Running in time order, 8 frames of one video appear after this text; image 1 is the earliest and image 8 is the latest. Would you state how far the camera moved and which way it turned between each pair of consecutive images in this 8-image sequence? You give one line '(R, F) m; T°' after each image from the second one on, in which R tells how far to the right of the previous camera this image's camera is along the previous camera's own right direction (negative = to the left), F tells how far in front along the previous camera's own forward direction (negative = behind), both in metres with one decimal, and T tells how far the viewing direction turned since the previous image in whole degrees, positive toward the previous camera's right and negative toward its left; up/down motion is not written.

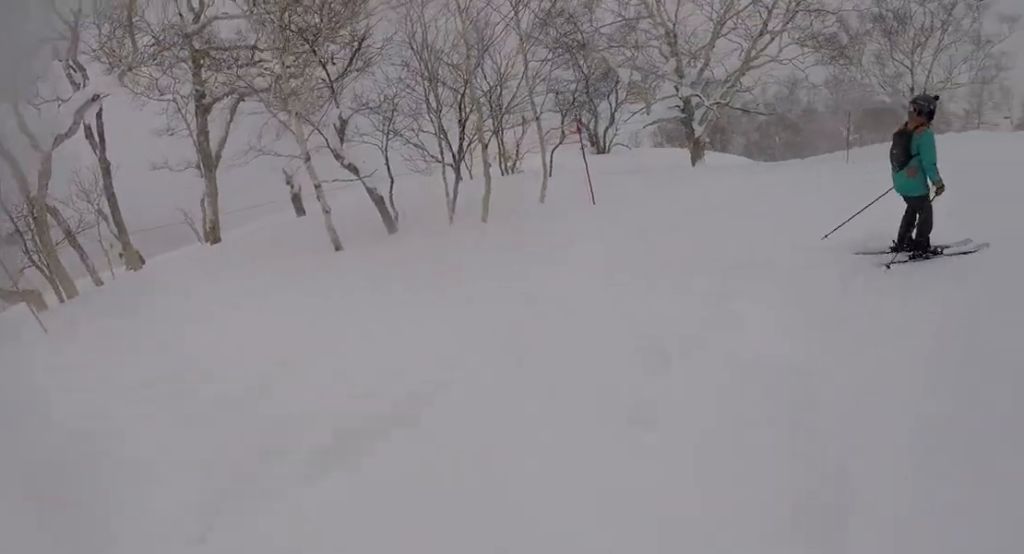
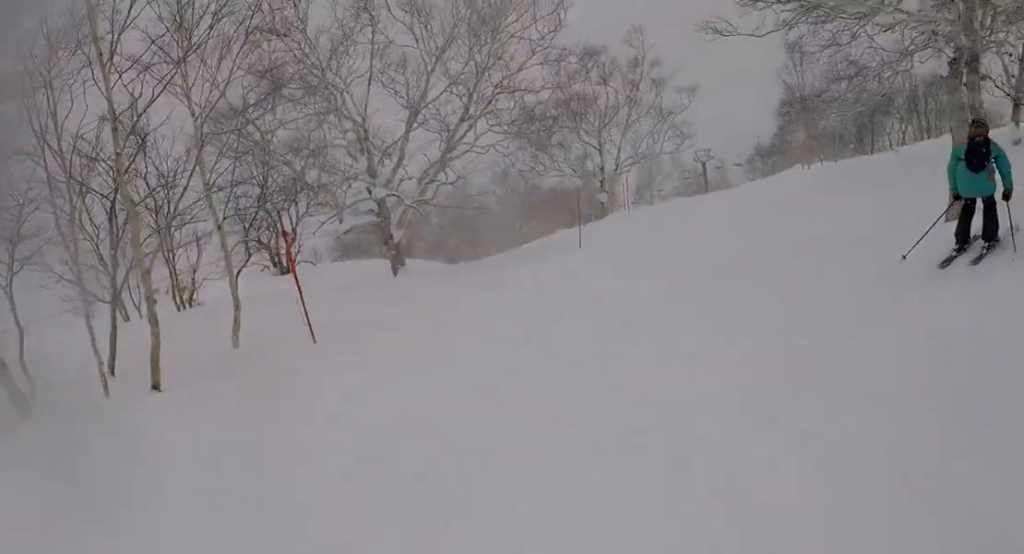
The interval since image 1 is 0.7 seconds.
(+1.0, +2.7) m; +22°
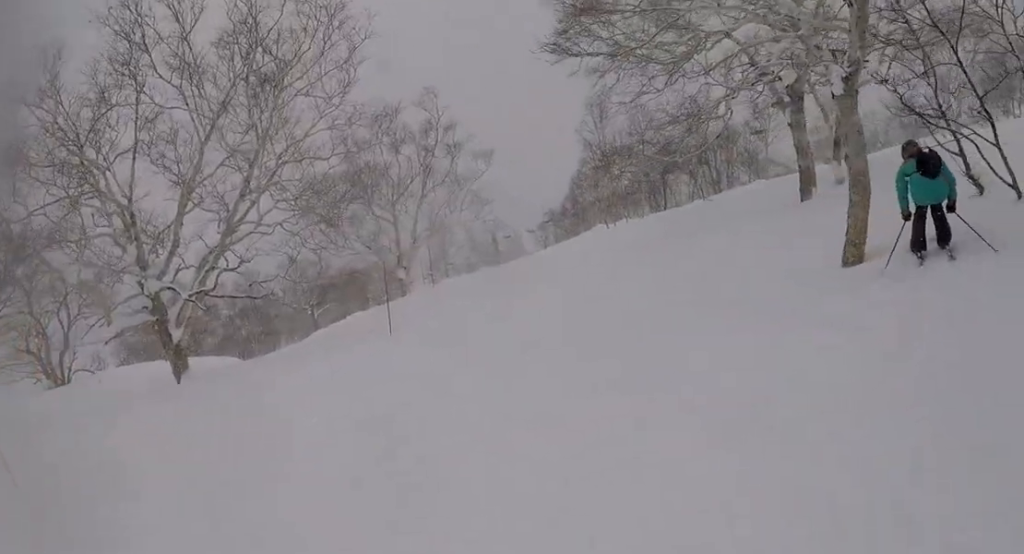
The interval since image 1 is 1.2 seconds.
(+0.2, +2.1) m; +13°
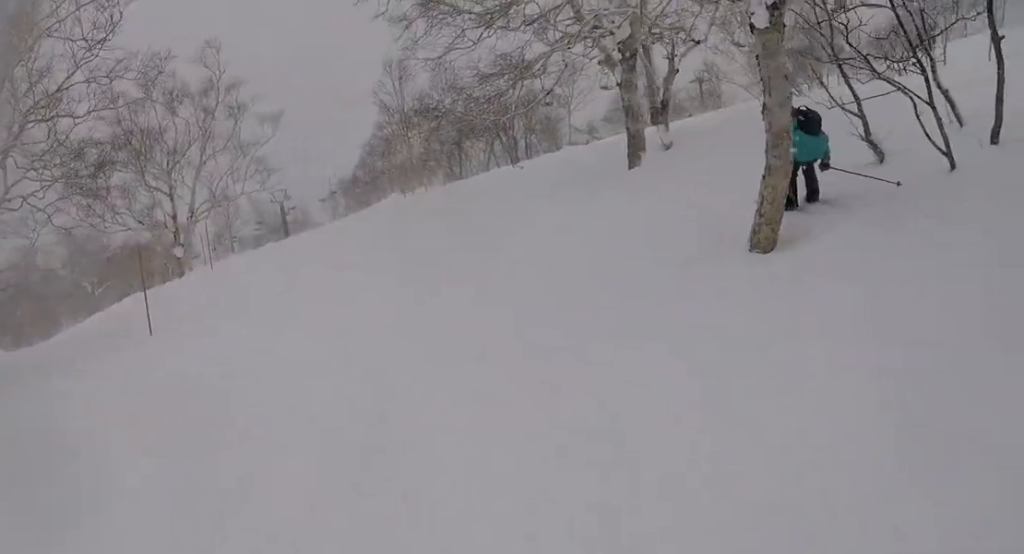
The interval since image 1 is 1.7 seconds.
(+0.3, +2.5) m; +12°
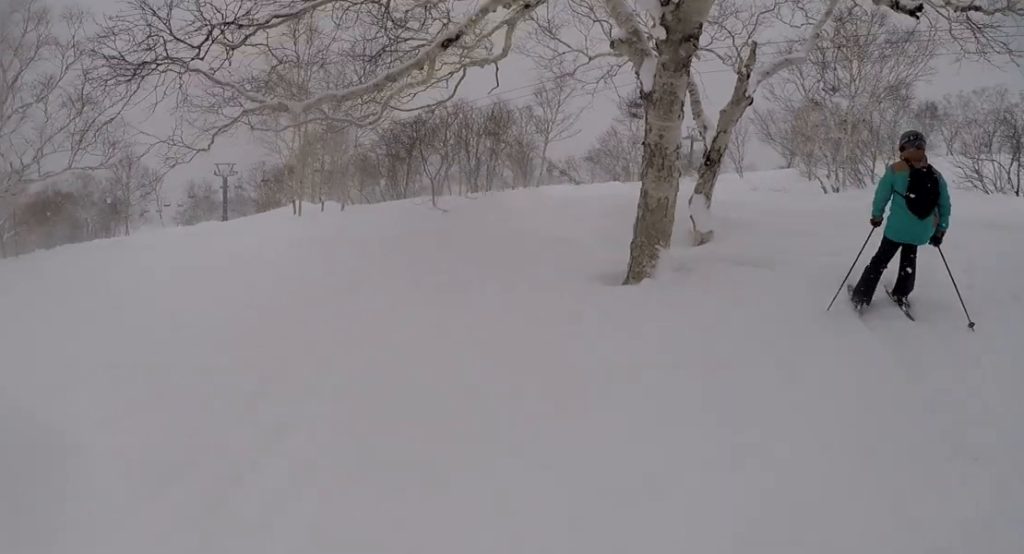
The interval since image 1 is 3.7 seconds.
(+0.6, +8.1) m; +2°
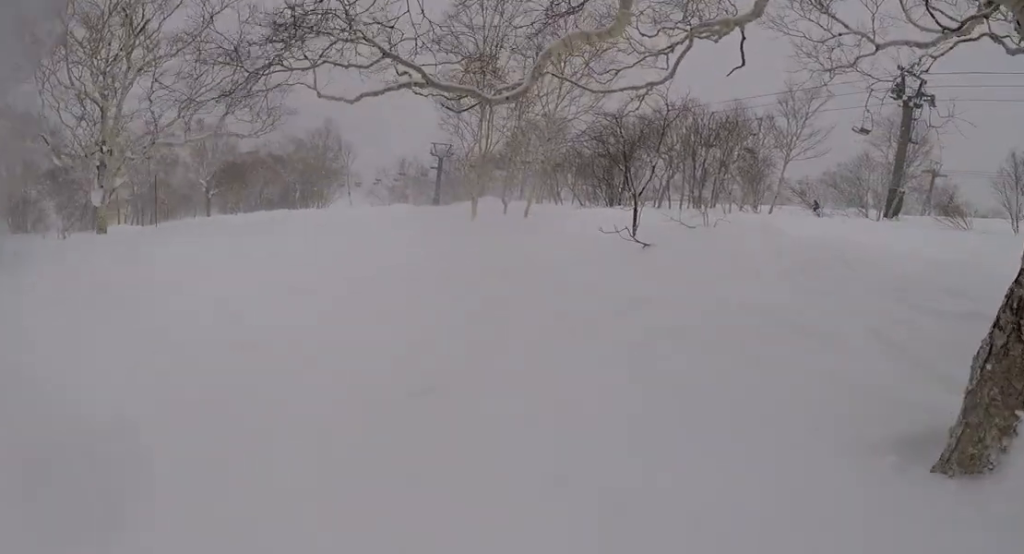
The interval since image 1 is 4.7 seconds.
(+0.4, +3.6) m; -2°
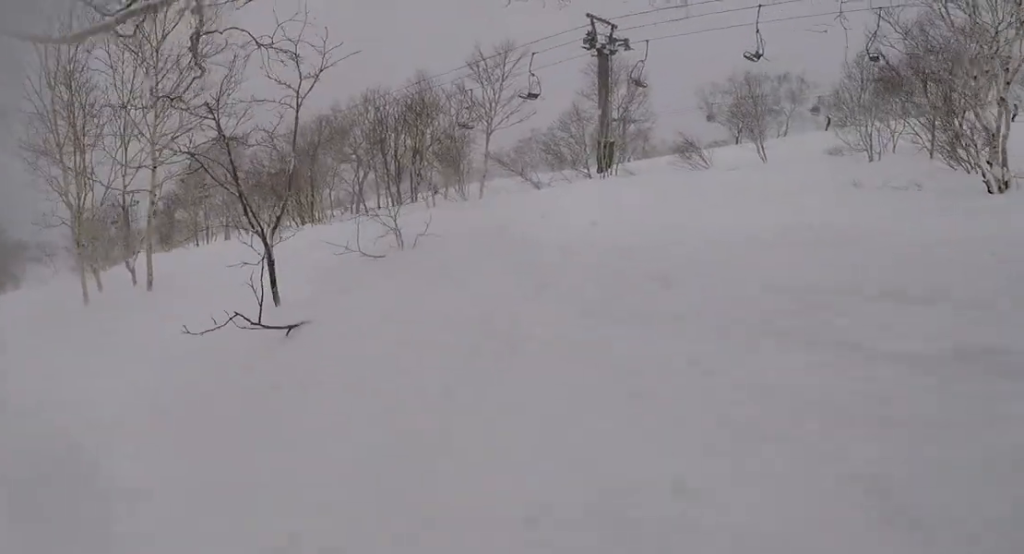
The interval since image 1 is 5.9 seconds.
(-0.8, +3.7) m; -4°
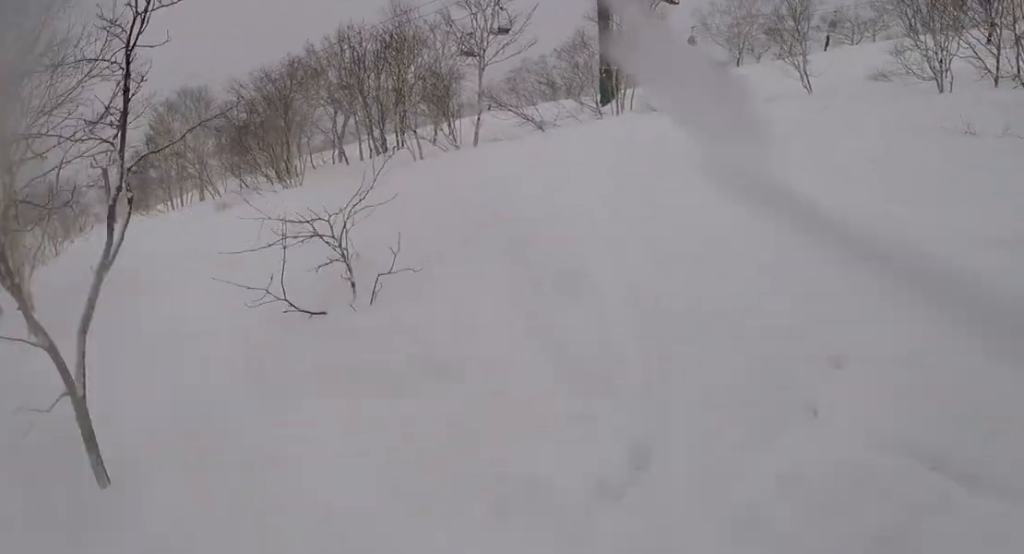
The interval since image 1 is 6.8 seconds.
(+0.6, +2.6) m; +18°
